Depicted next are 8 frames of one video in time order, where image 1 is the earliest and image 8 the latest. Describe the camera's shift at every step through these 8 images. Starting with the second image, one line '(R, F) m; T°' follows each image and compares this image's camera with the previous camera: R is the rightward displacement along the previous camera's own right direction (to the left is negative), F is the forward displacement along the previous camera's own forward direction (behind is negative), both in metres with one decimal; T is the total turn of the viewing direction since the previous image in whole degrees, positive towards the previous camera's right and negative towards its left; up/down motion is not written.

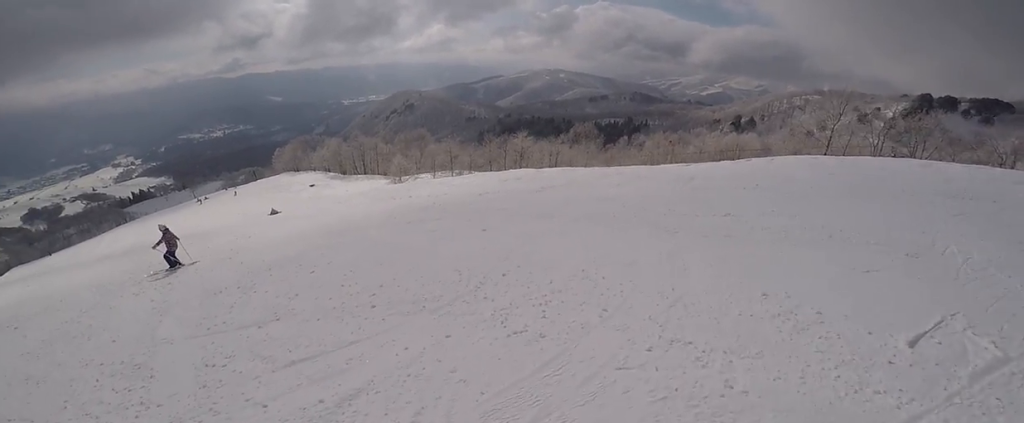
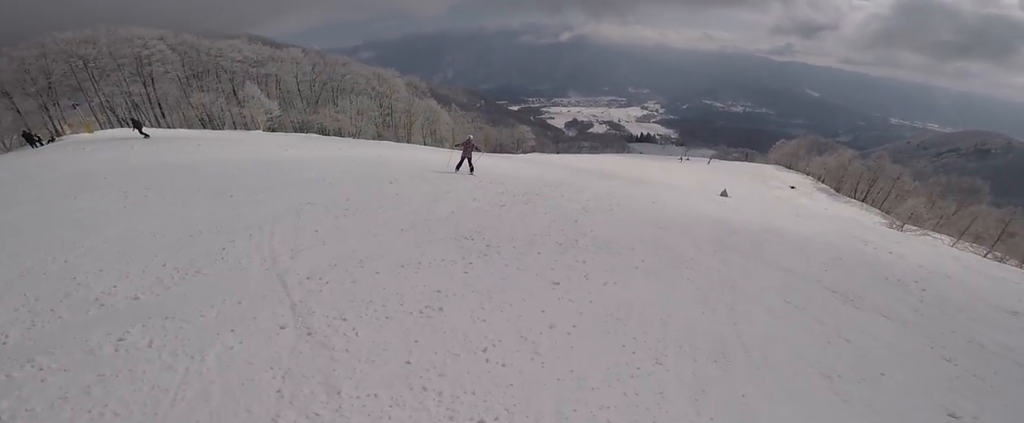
(-0.7, +4.6) m; -16°
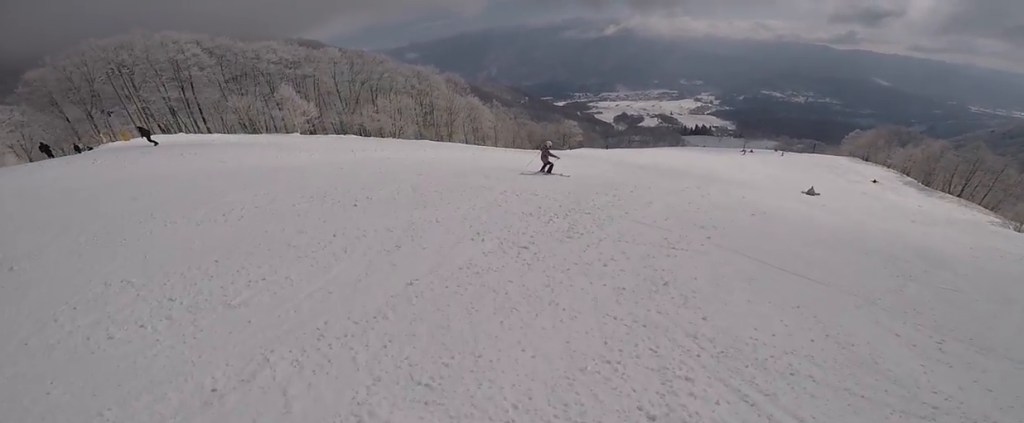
(-1.3, +4.2) m; -1°
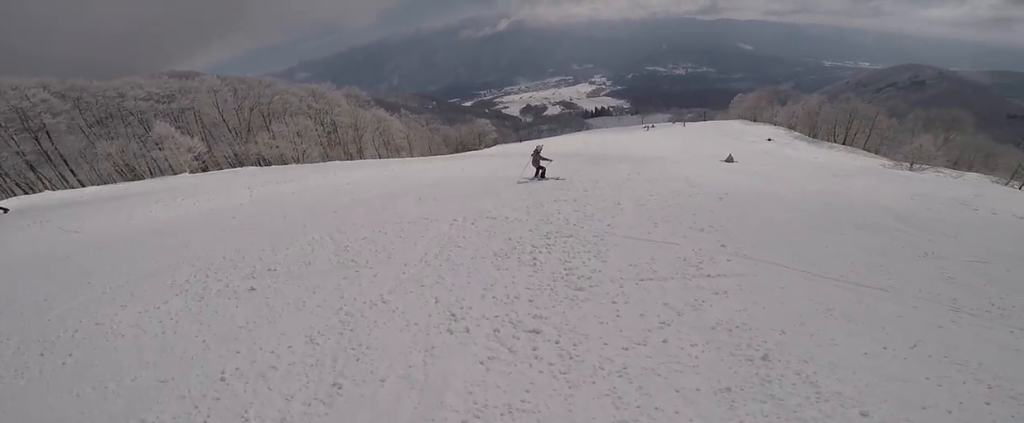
(+0.6, +2.1) m; +12°
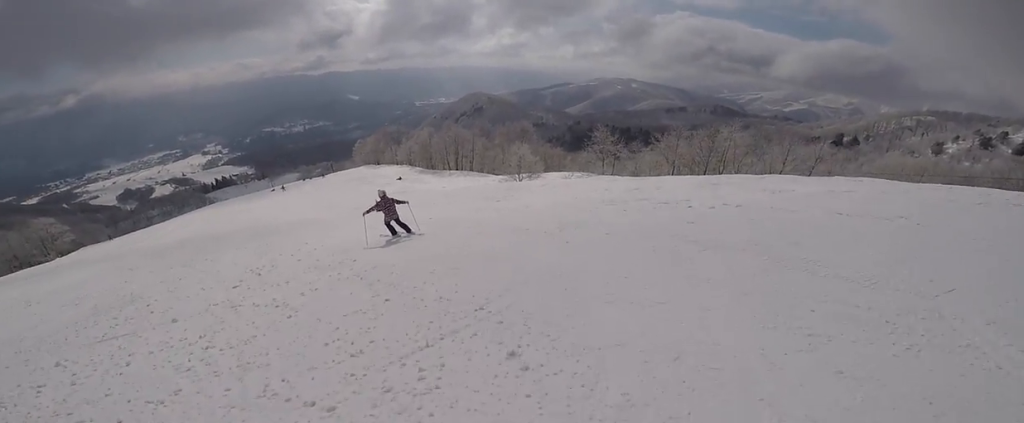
(+3.4, +9.1) m; +16°
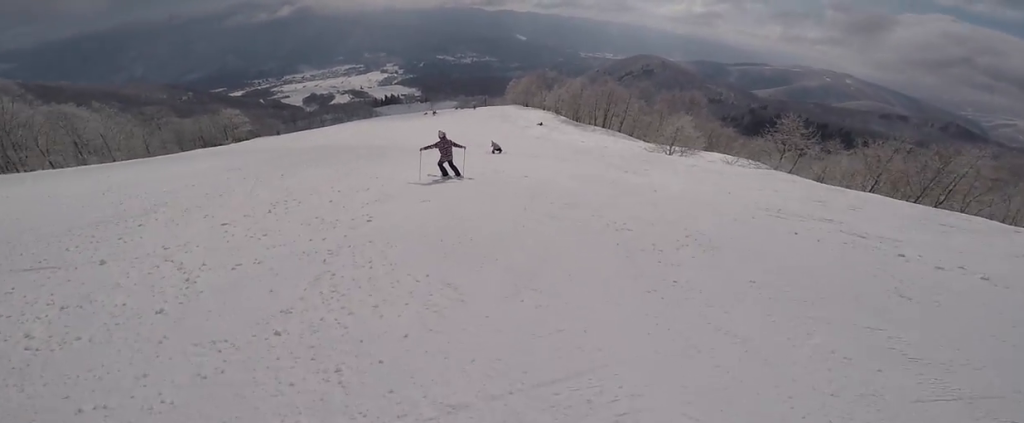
(+0.2, +2.5) m; -13°
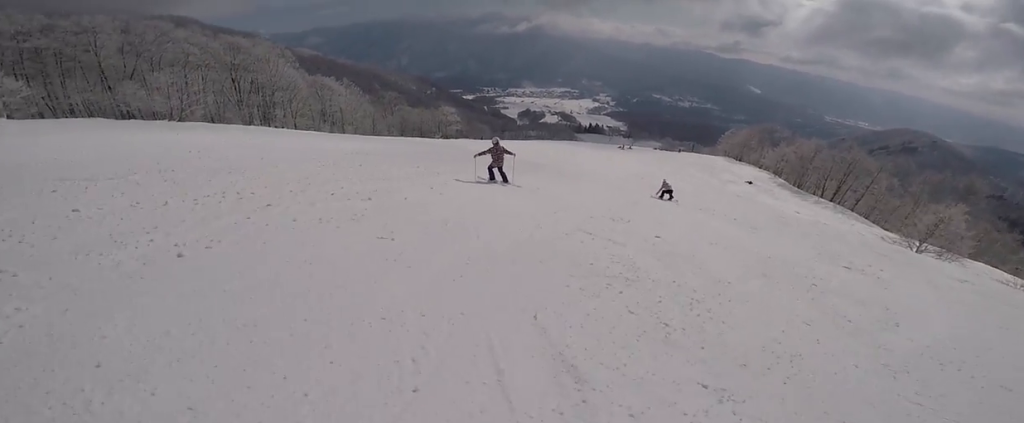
(-1.3, +3.0) m; -30°
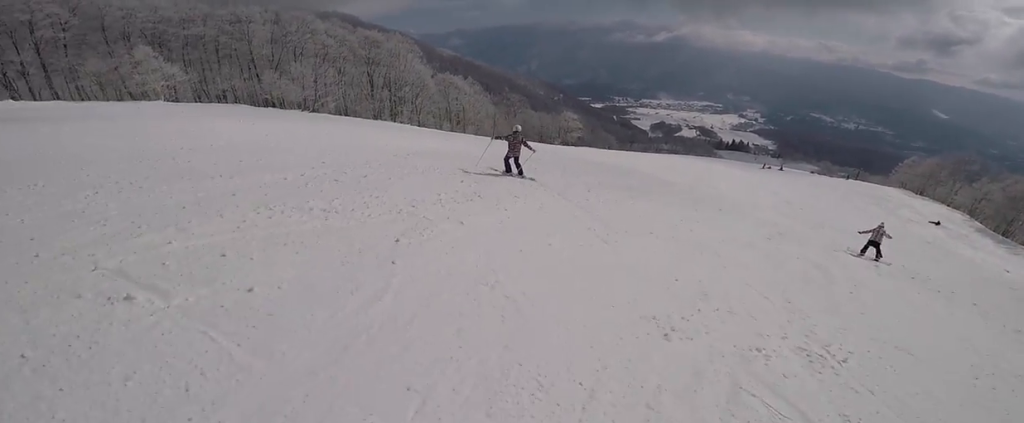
(-0.5, +3.6) m; -7°
